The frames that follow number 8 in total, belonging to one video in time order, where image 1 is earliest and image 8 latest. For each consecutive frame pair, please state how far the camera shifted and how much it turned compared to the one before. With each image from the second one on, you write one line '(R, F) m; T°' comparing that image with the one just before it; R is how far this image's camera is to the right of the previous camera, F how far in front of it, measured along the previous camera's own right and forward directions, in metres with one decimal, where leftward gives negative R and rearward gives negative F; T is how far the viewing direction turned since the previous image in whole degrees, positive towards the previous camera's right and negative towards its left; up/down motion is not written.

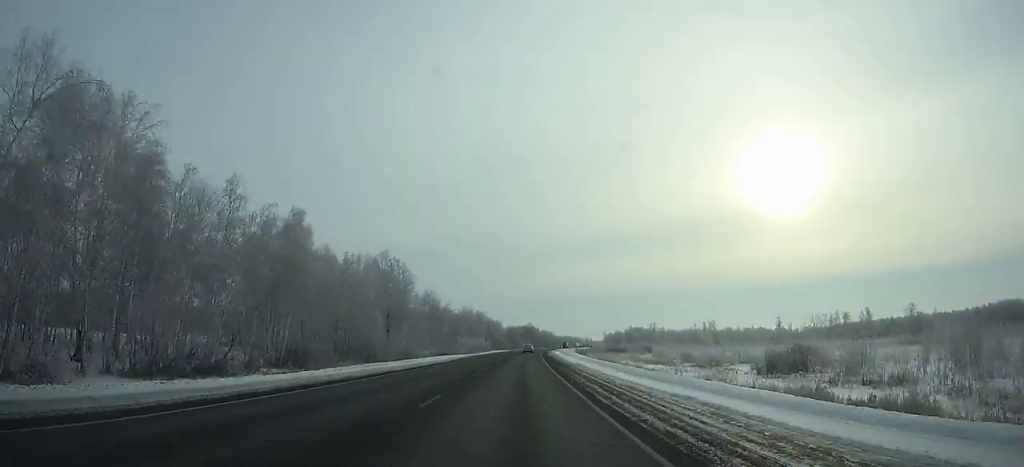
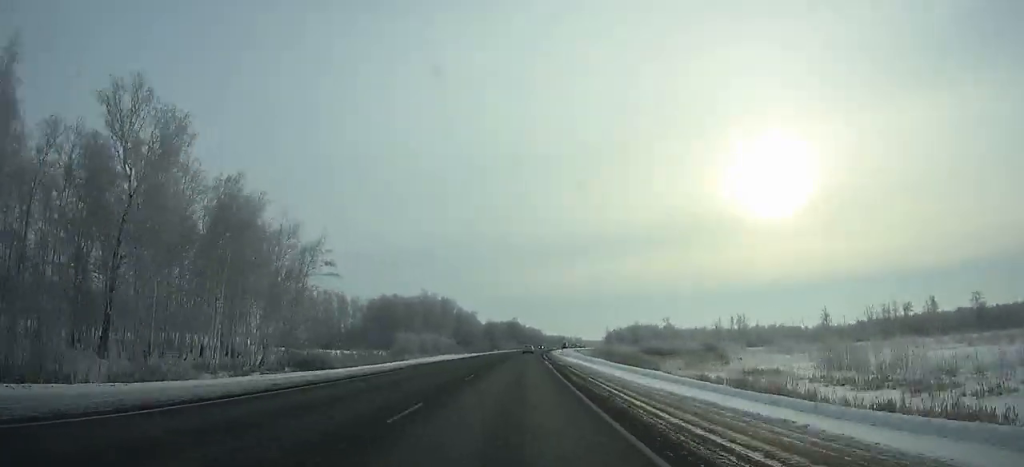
(+0.8, +73.2) m; +1°
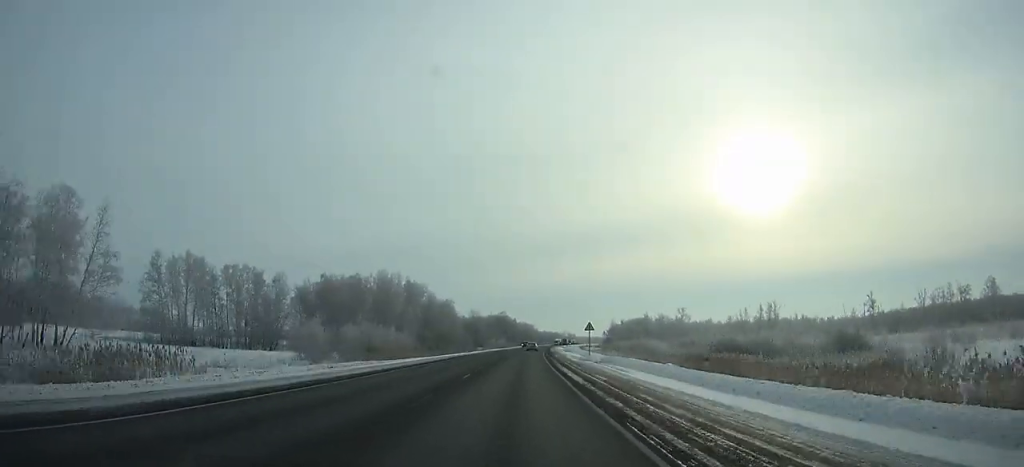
(+0.1, +48.0) m; +1°
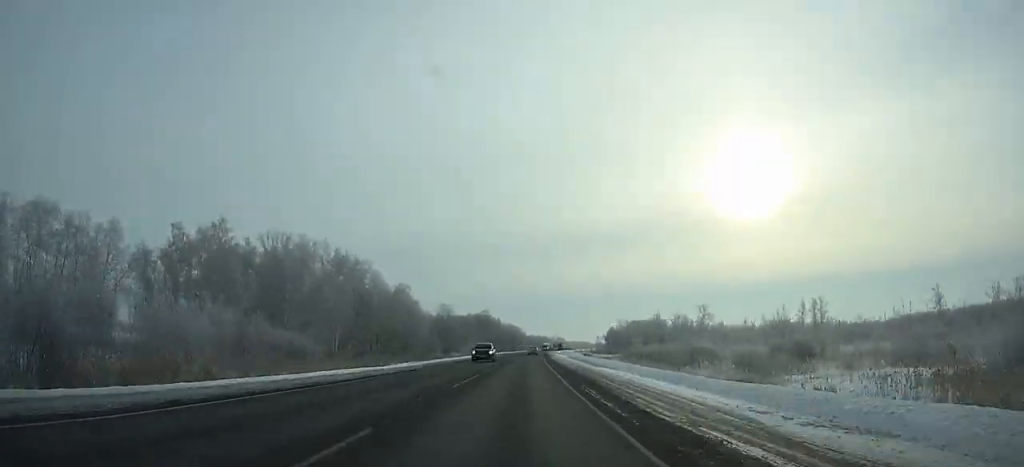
(+0.8, +51.0) m; +1°
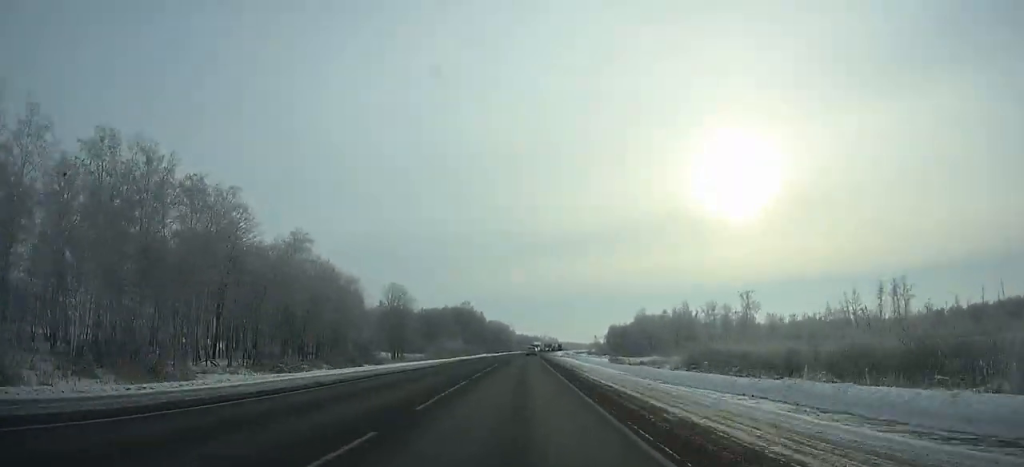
(+0.5, +54.1) m; +1°
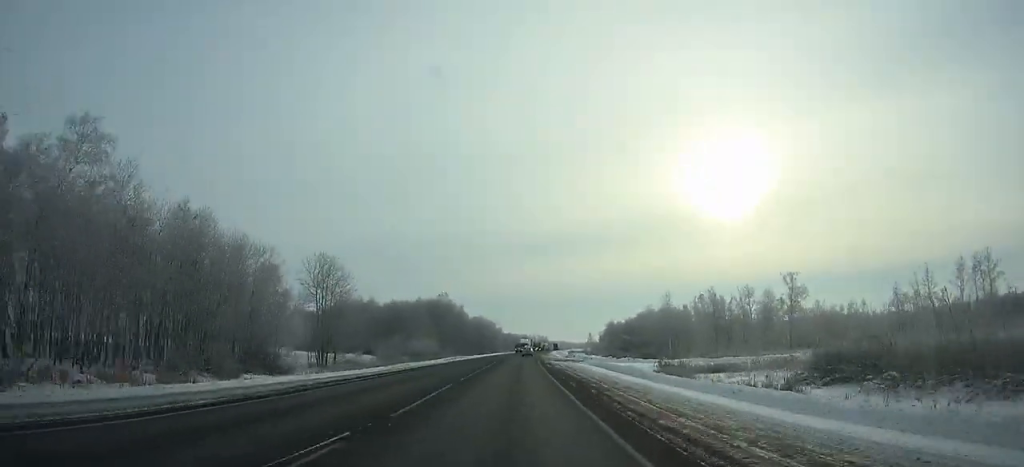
(+0.1, +37.3) m; +1°
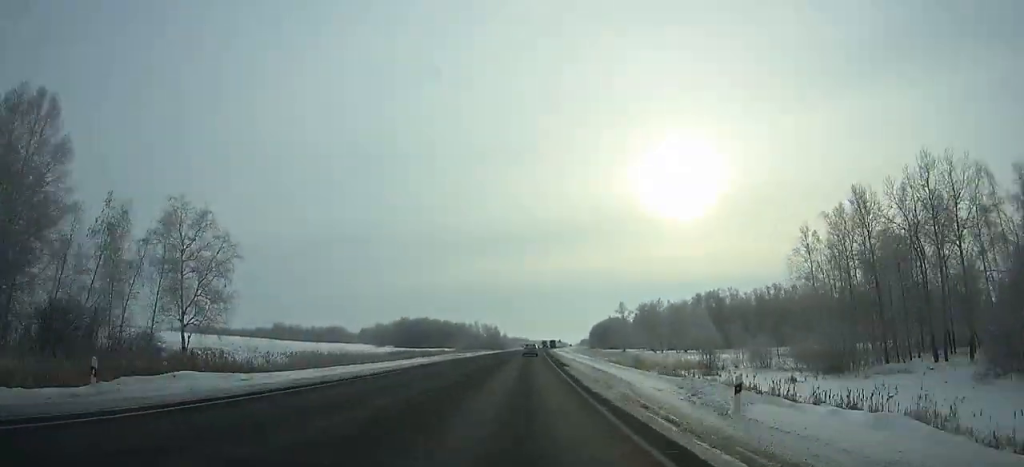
(+12.6, +273.3) m; +5°
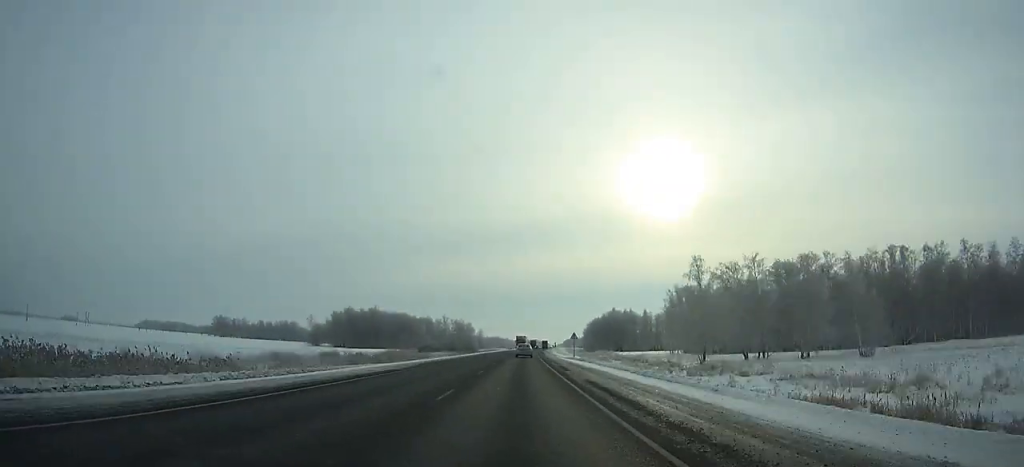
(+1.3, +75.5) m; +1°
